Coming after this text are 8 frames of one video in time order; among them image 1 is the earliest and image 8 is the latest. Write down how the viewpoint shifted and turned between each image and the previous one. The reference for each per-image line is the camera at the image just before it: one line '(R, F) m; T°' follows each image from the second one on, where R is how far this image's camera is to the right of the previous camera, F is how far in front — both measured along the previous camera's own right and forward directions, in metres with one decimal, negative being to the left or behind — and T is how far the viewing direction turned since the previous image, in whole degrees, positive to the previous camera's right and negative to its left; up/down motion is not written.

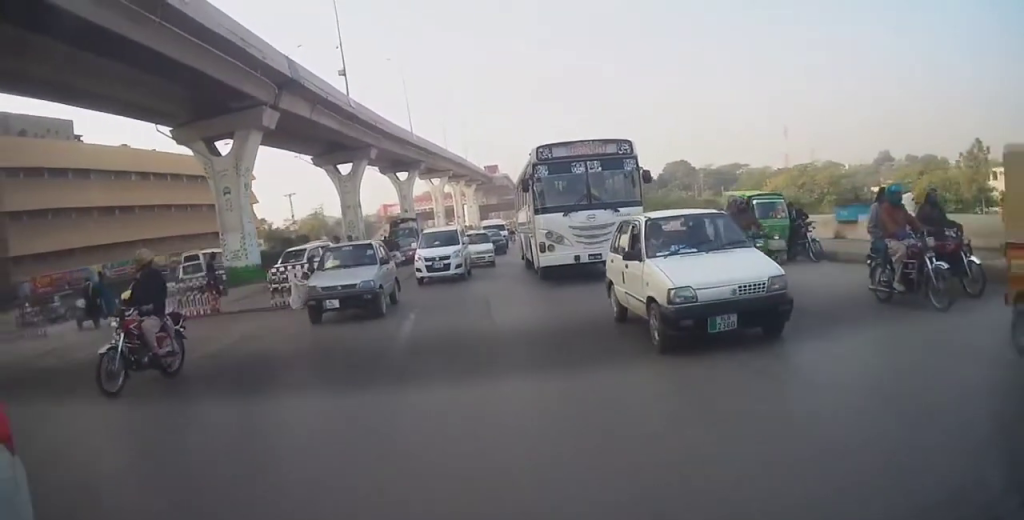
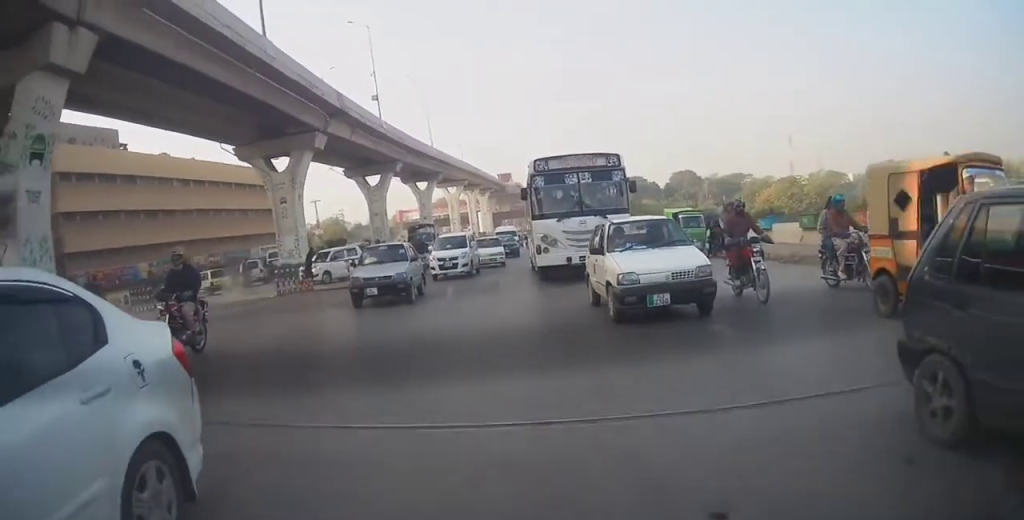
(-0.2, +7.4) m; 0°
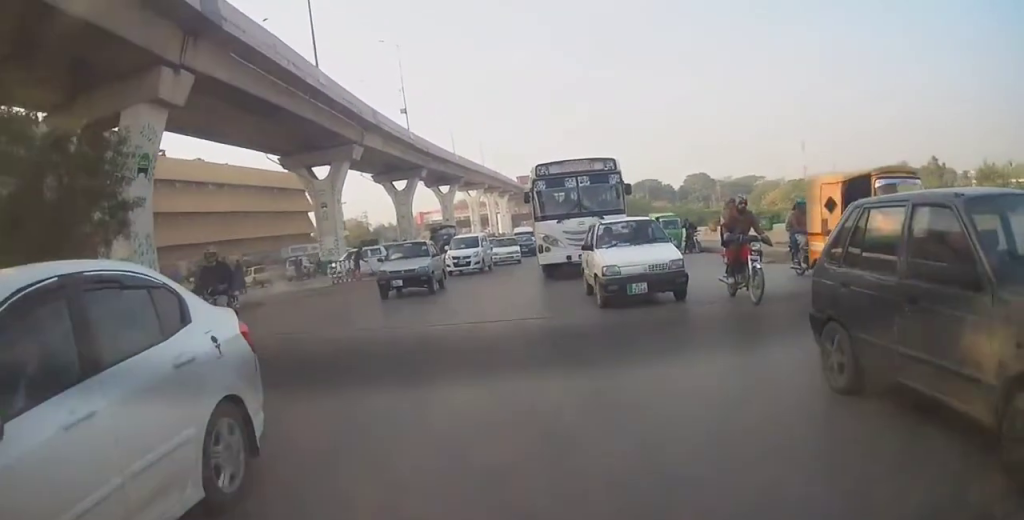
(+0.6, +5.2) m; 0°
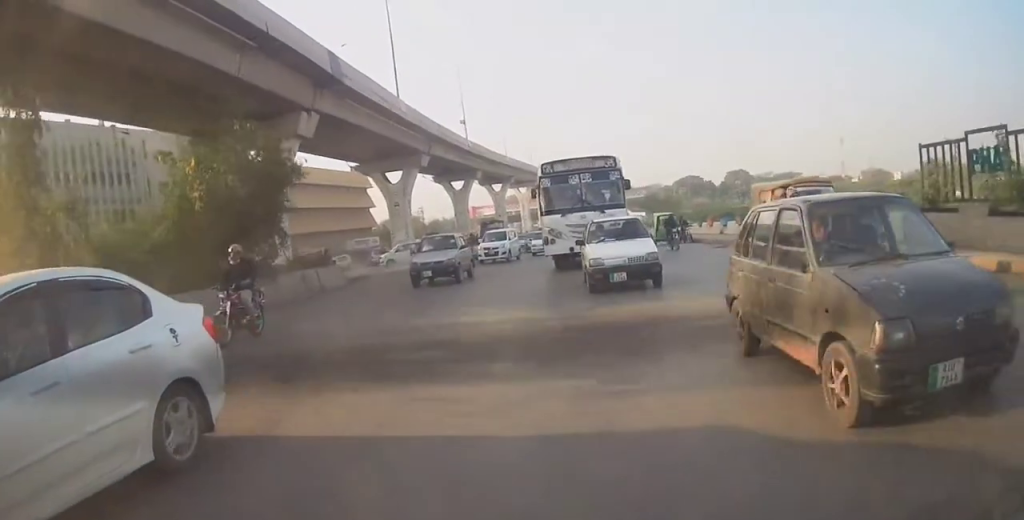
(-1.2, +9.6) m; -6°
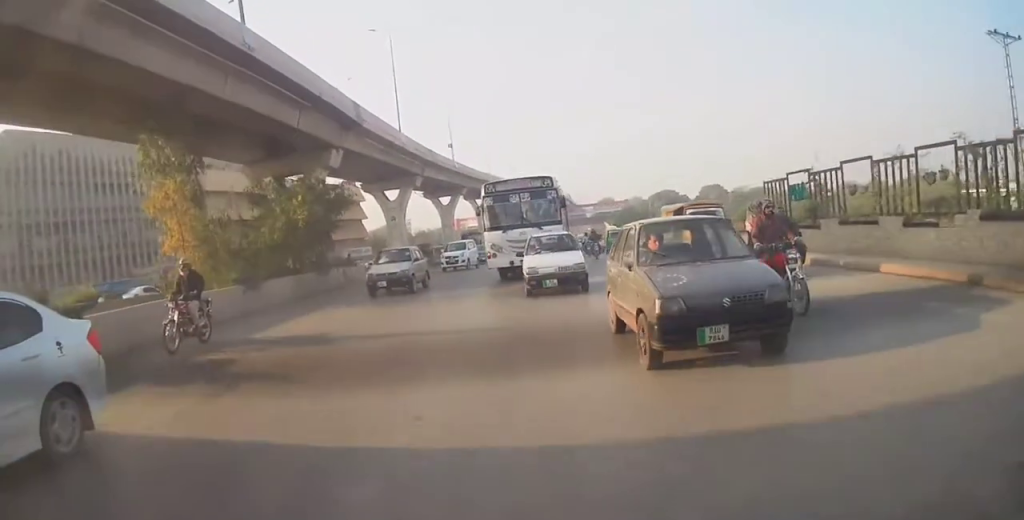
(+0.2, +9.2) m; +3°
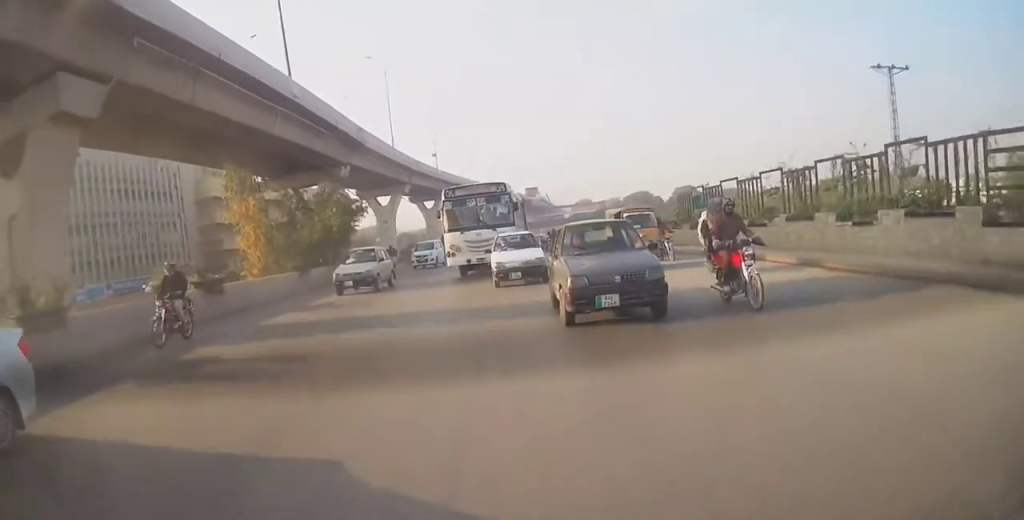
(+0.2, +8.4) m; +2°
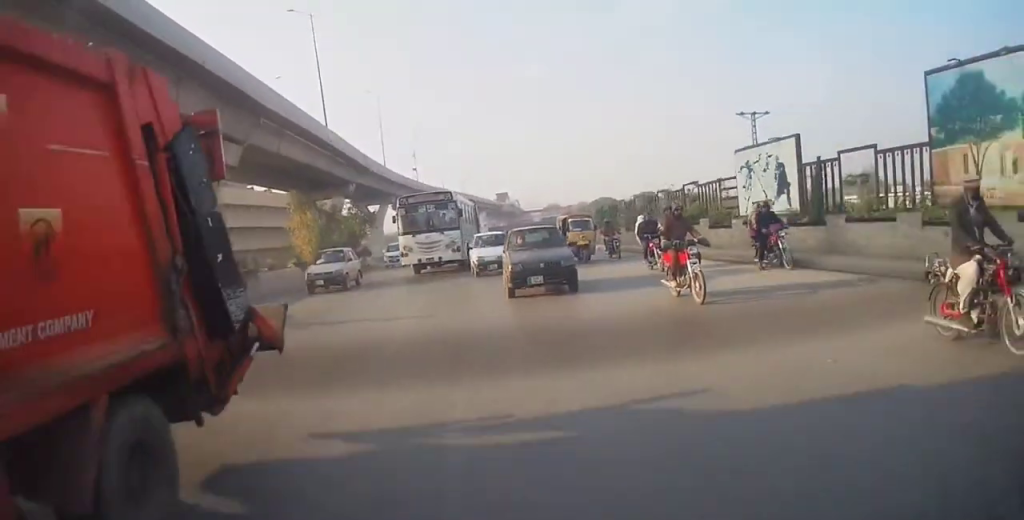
(0.0, +13.9) m; +1°
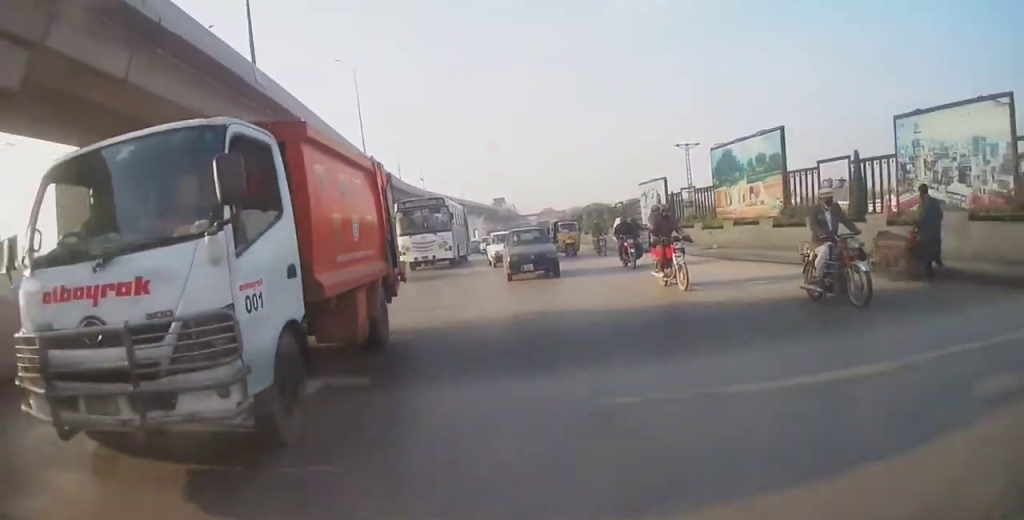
(+0.4, +14.7) m; -1°
